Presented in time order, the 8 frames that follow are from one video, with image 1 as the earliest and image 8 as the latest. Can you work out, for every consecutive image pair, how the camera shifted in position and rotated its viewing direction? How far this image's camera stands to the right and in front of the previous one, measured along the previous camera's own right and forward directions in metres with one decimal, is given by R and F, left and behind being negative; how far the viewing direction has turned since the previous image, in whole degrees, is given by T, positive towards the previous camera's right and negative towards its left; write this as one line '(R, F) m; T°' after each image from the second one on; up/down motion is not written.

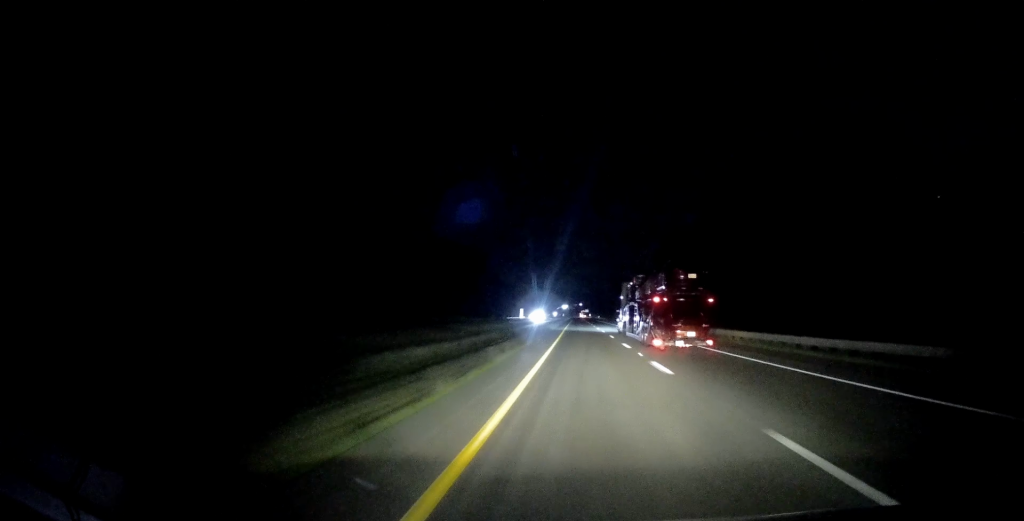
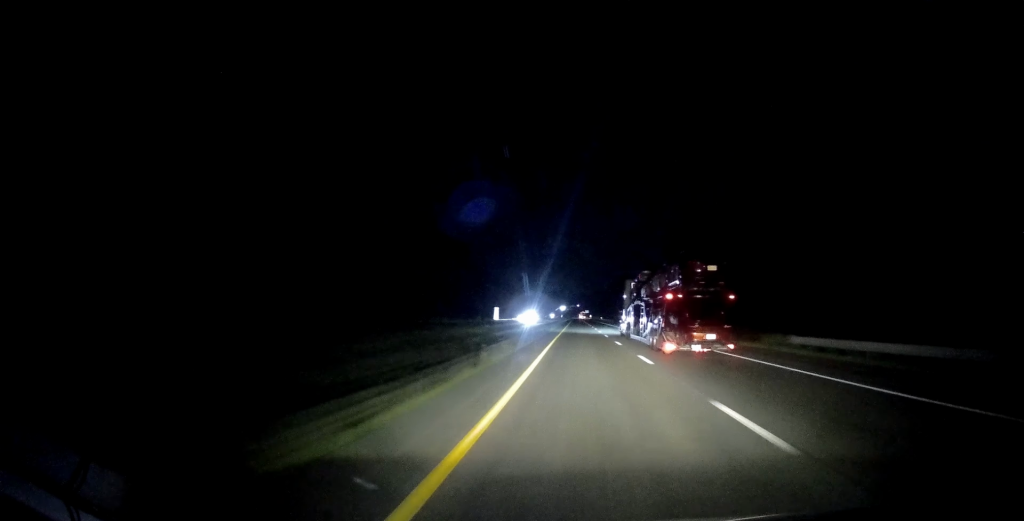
(+0.1, +33.1) m; 0°
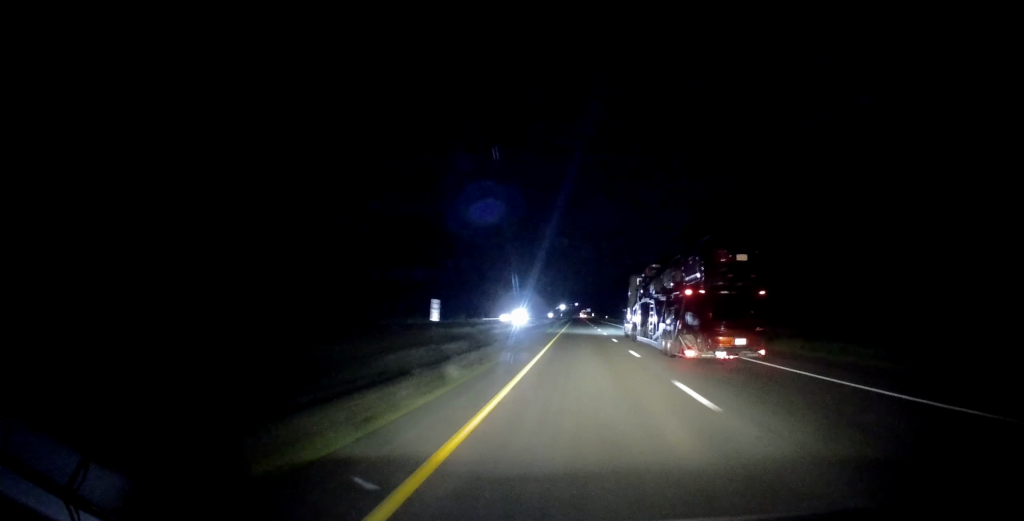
(+0.1, +33.3) m; 0°
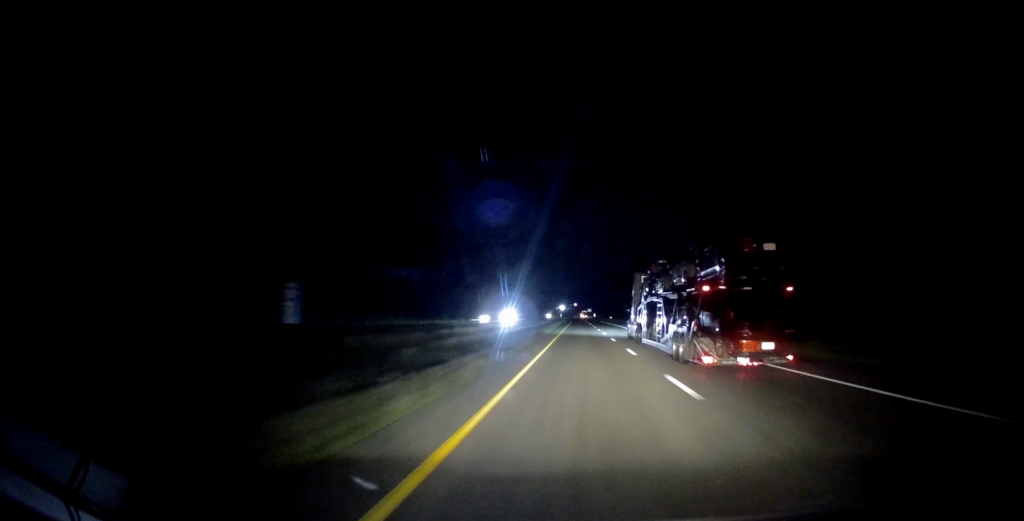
(+0.1, +22.6) m; 0°
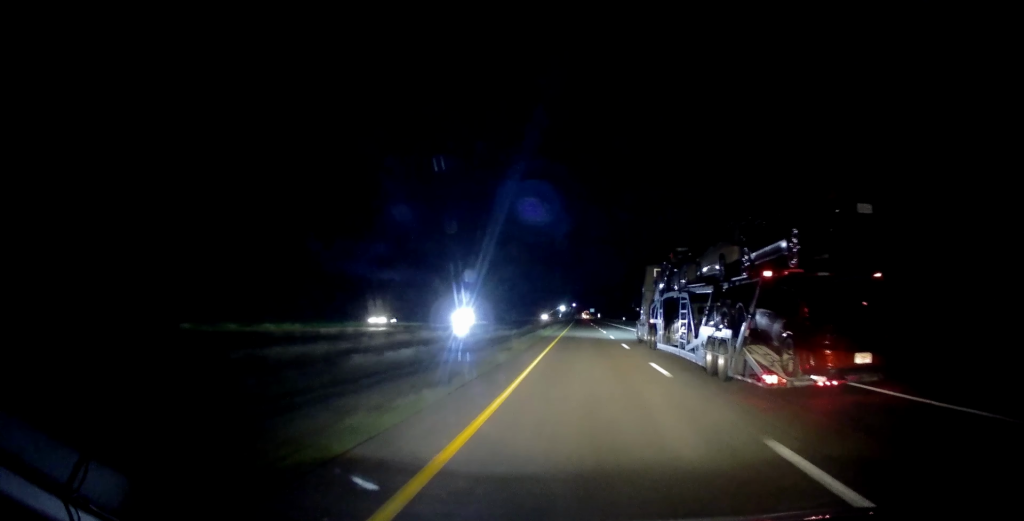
(-0.3, +45.6) m; 0°
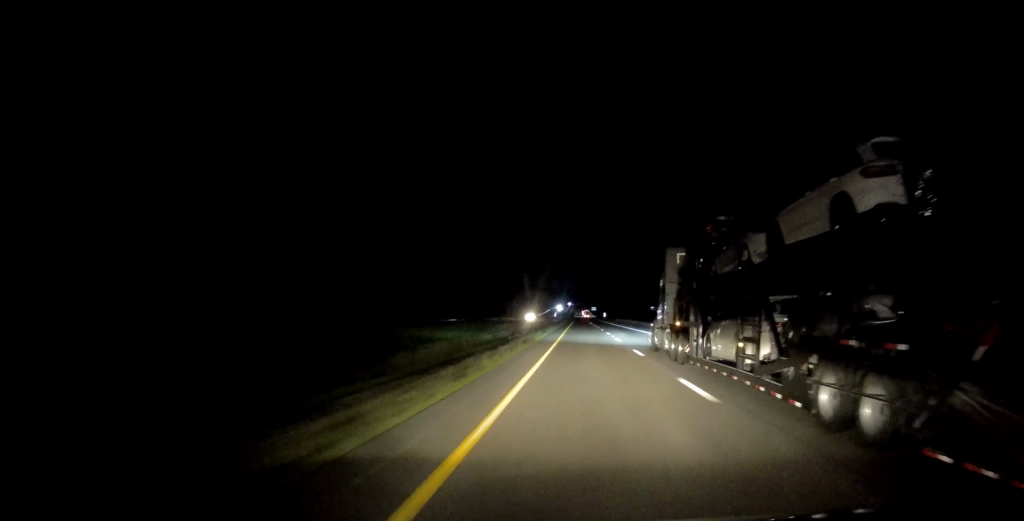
(-0.3, +64.9) m; 0°
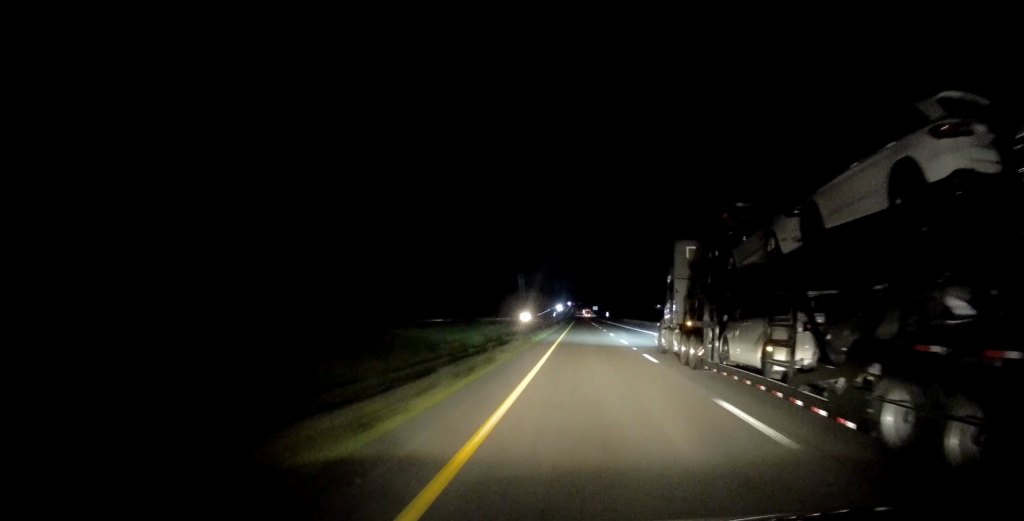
(+0.2, +15.6) m; 0°
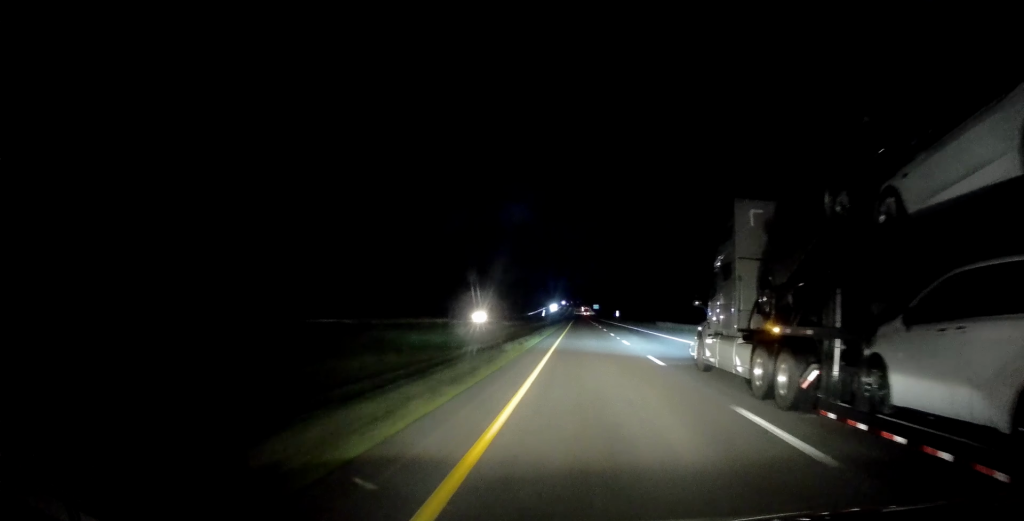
(0.0, +61.4) m; 0°
